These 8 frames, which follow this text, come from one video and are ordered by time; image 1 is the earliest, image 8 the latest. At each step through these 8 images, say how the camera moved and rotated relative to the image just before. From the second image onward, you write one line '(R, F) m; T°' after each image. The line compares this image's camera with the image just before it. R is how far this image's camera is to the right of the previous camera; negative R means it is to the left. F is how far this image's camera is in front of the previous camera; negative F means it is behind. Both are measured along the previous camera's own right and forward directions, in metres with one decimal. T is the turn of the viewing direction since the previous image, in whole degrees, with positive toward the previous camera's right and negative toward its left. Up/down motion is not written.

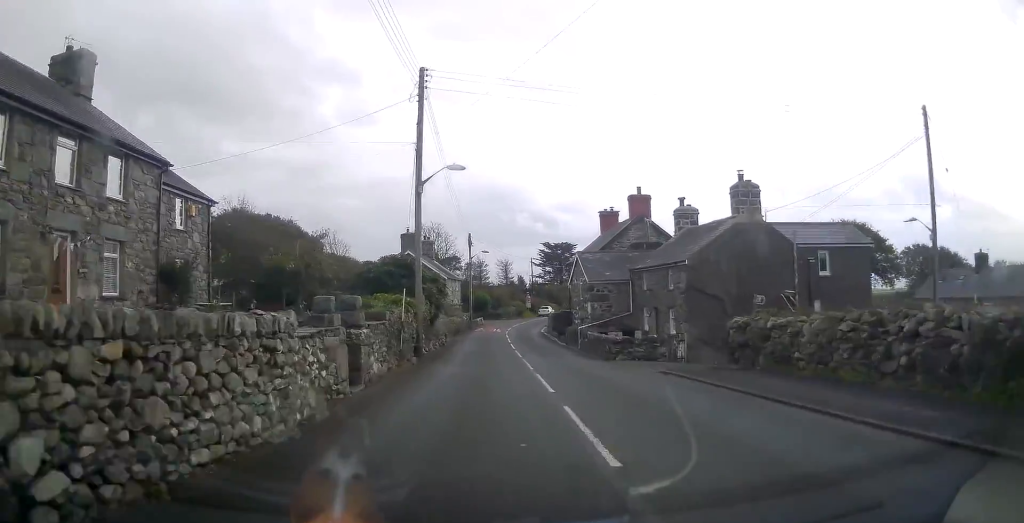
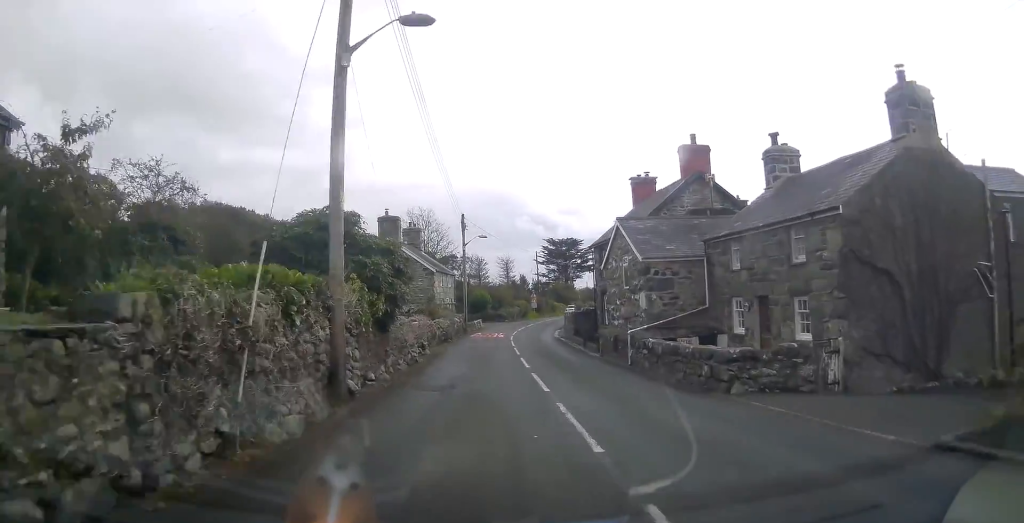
(0.0, +11.0) m; 0°
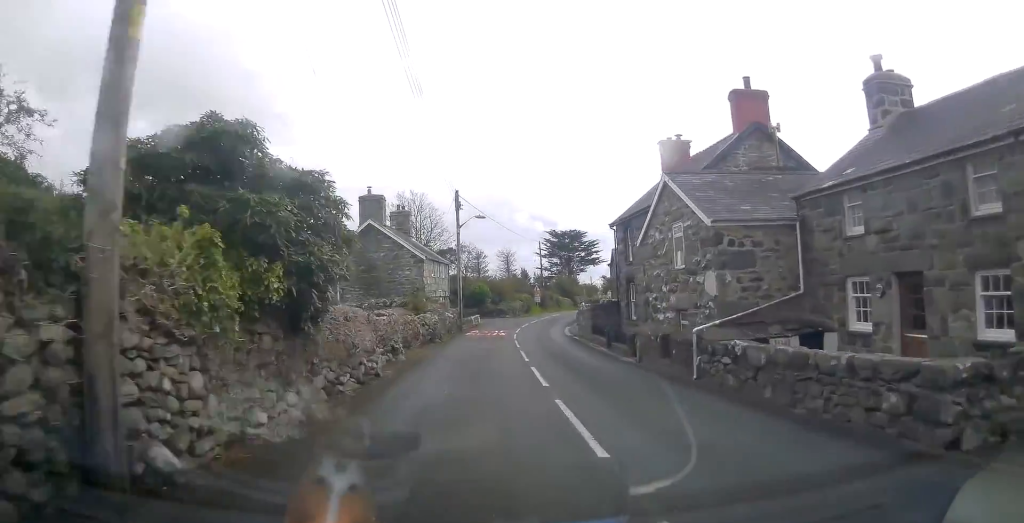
(0.0, +6.4) m; 0°
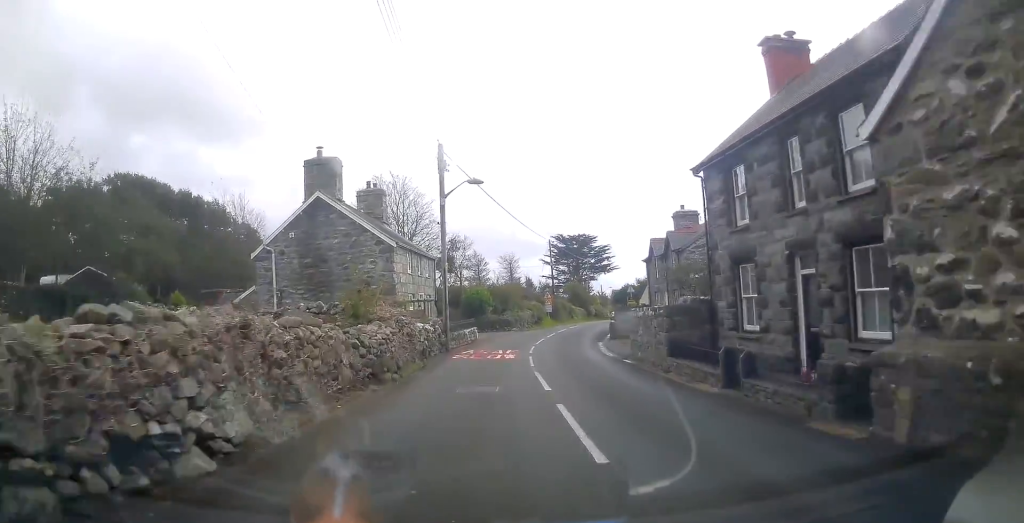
(0.0, +11.9) m; 0°
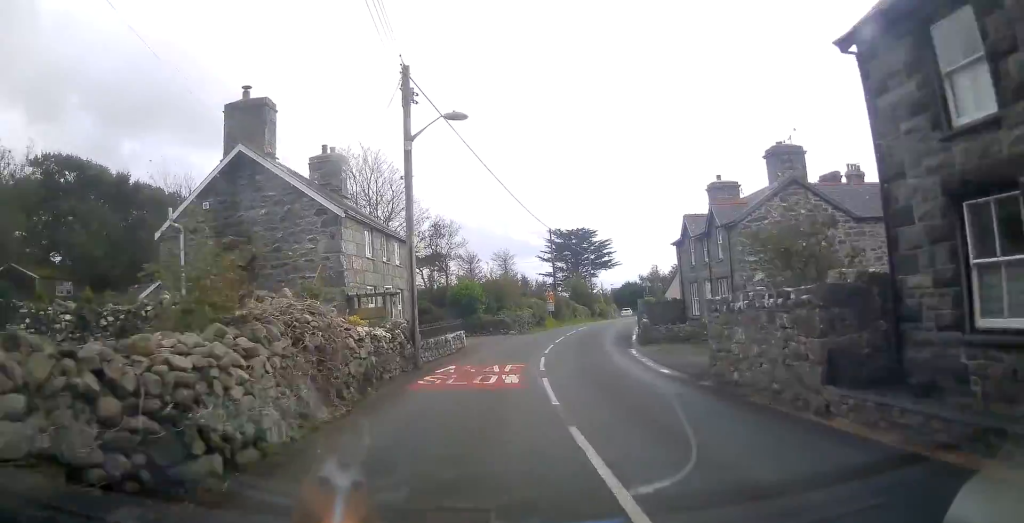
(0.0, +8.1) m; 0°
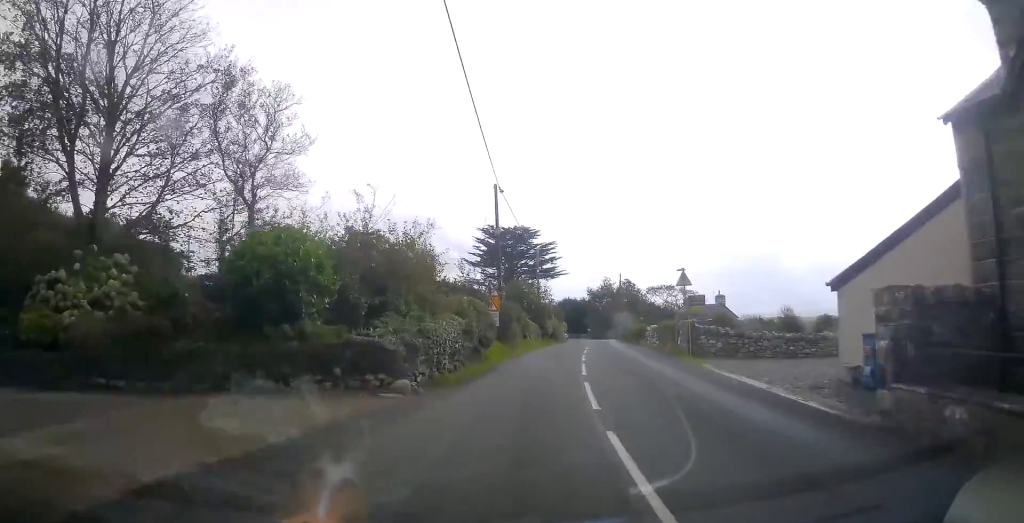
(+0.4, +24.3) m; +4°
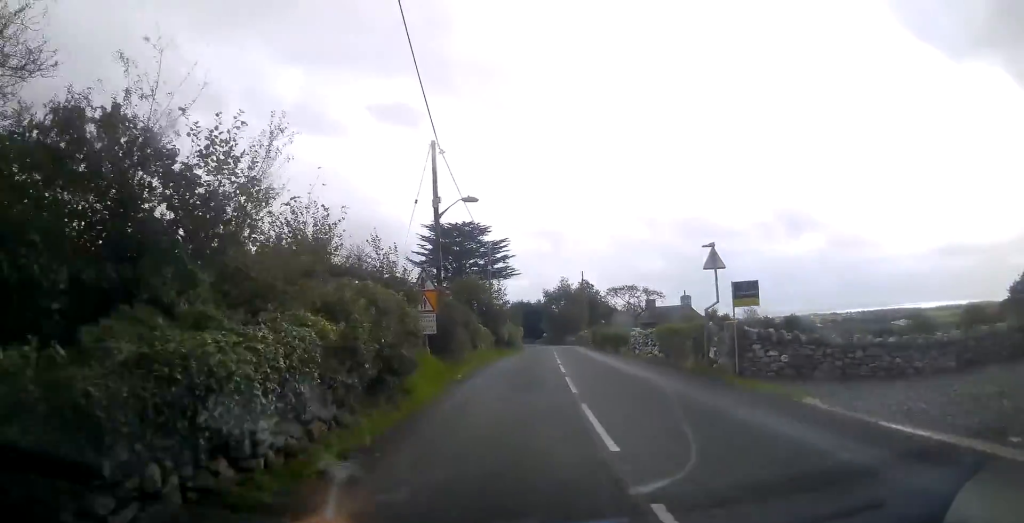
(+0.3, +8.9) m; +4°
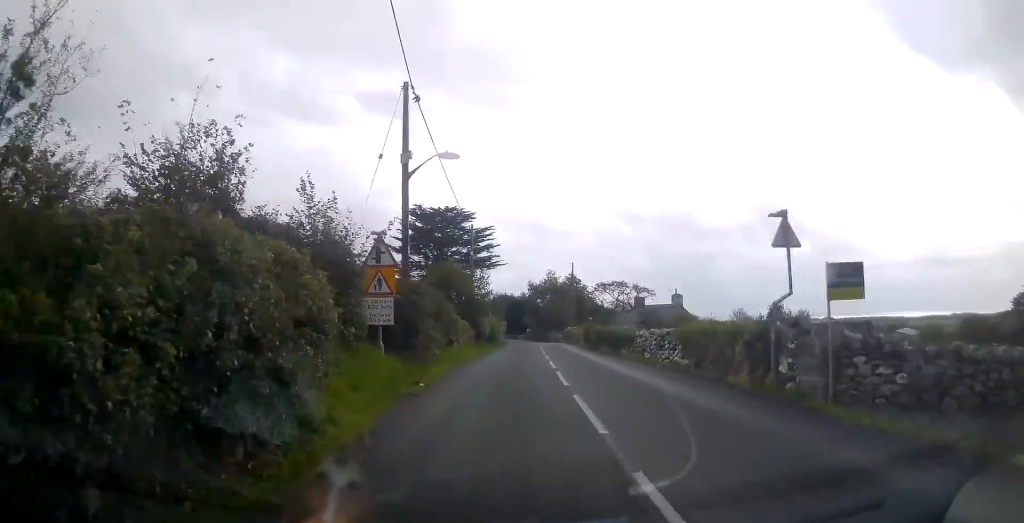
(+0.2, +5.1) m; +2°
